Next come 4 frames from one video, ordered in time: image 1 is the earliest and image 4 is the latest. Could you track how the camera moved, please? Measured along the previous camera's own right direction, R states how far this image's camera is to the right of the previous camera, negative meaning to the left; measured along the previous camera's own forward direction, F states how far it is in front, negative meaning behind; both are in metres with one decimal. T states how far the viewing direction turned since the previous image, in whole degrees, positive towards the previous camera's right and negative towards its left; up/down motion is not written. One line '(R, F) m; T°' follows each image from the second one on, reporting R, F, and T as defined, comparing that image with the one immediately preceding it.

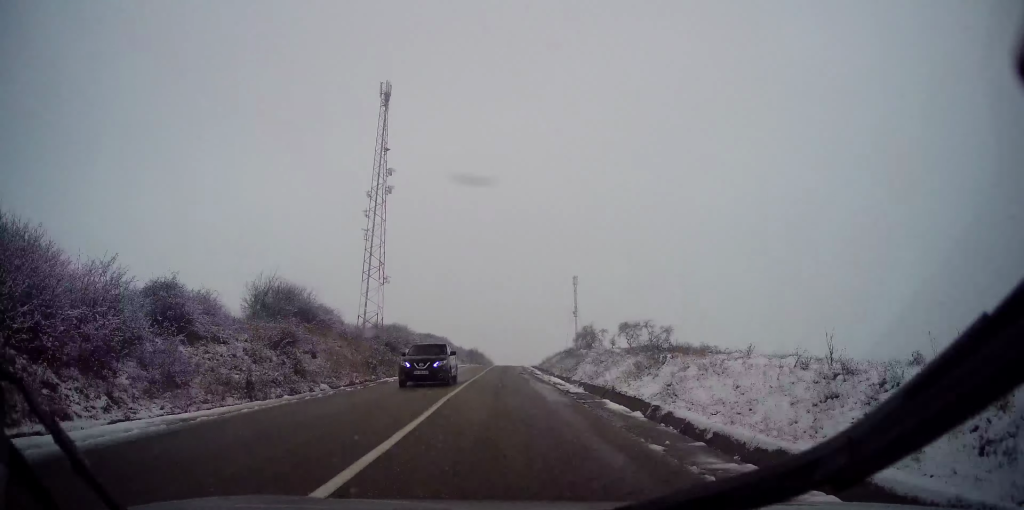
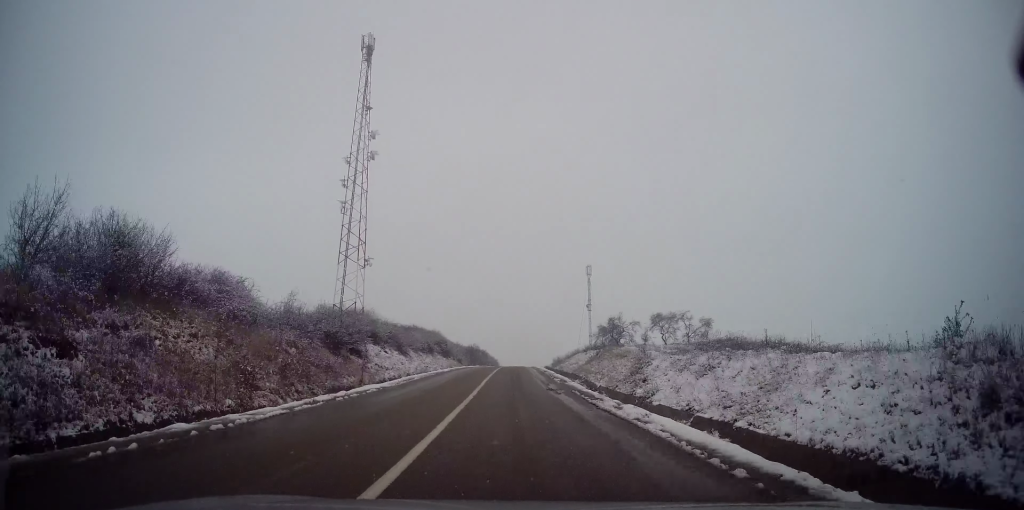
(0.0, +17.3) m; +1°
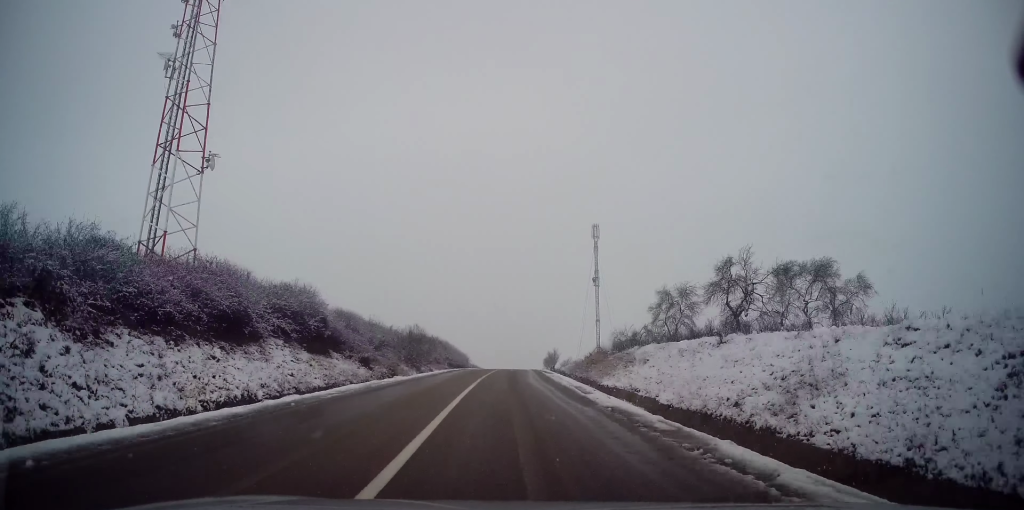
(+0.6, +40.8) m; +1°
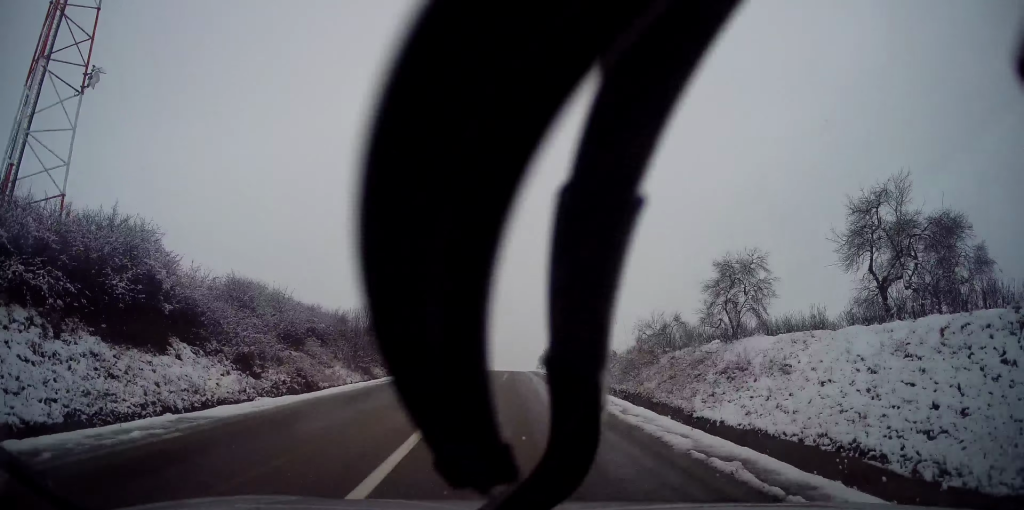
(0.0, +13.8) m; +1°
